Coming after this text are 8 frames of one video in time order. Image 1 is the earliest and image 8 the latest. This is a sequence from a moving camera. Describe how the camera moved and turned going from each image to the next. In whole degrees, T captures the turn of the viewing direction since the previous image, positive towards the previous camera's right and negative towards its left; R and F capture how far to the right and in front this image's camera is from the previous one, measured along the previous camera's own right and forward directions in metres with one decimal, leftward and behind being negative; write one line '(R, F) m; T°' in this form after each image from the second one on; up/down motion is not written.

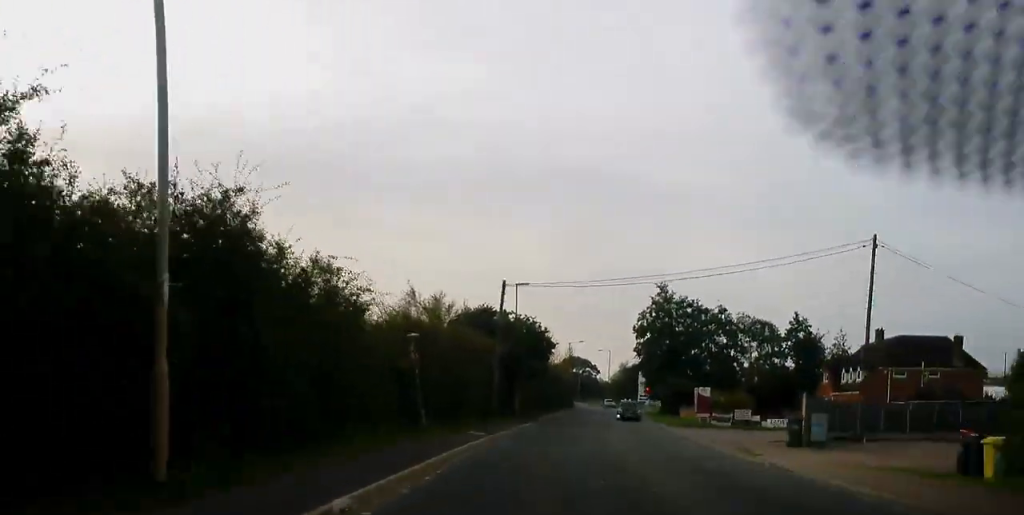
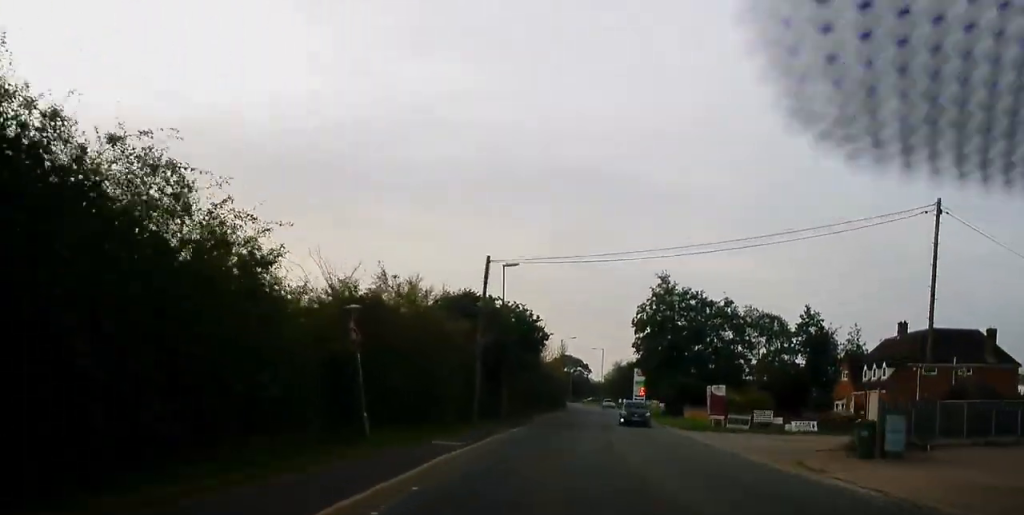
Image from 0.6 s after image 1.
(-0.1, +6.7) m; +1°
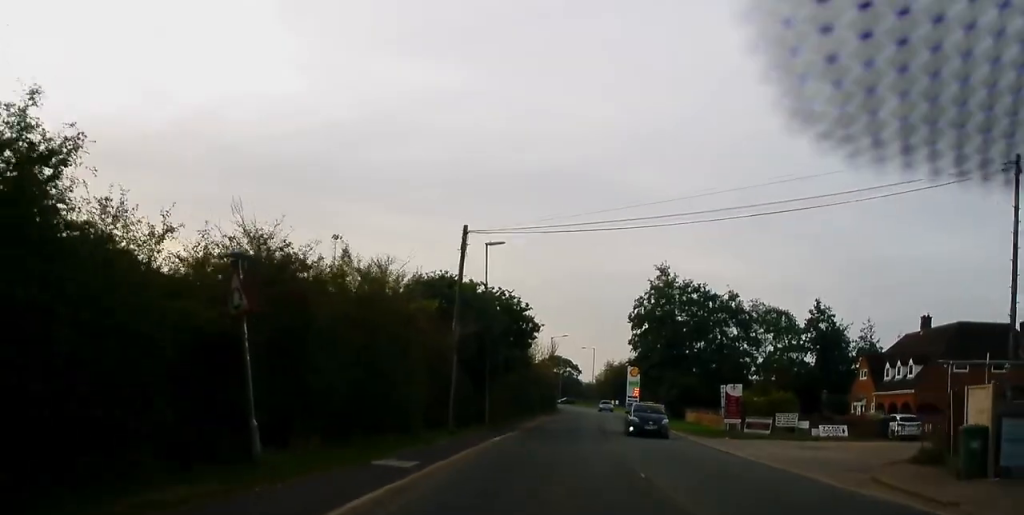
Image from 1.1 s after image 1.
(+0.3, +6.1) m; +1°
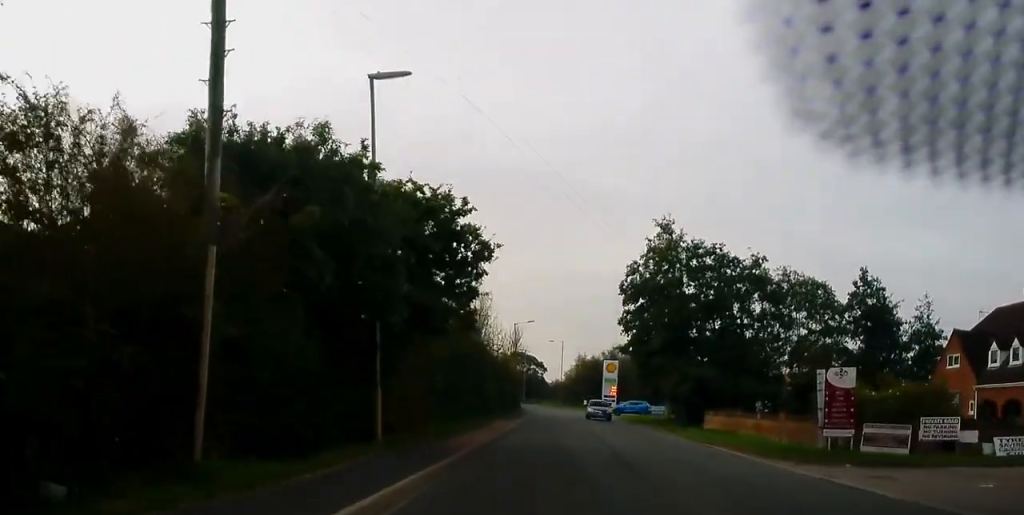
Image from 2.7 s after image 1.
(+0.2, +18.8) m; +2°
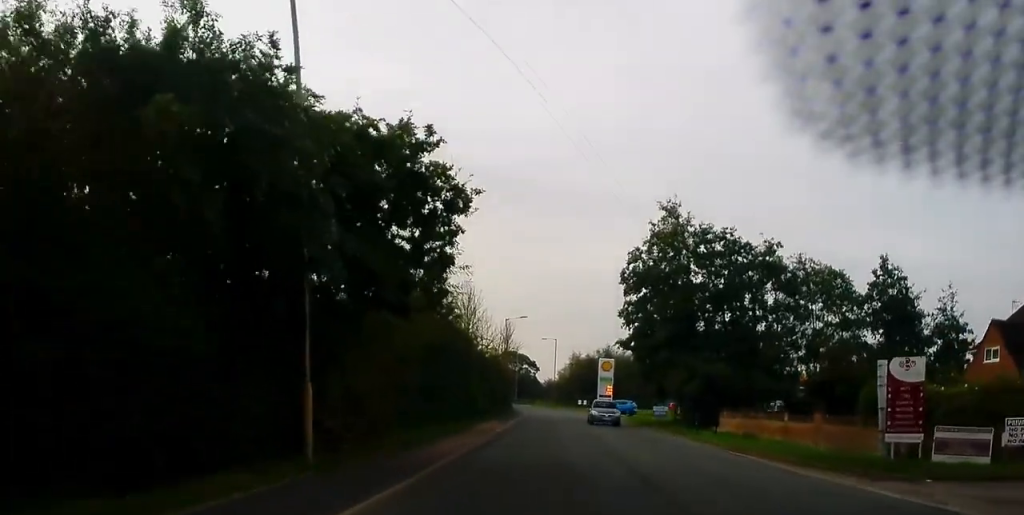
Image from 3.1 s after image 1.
(+0.2, +4.9) m; 0°
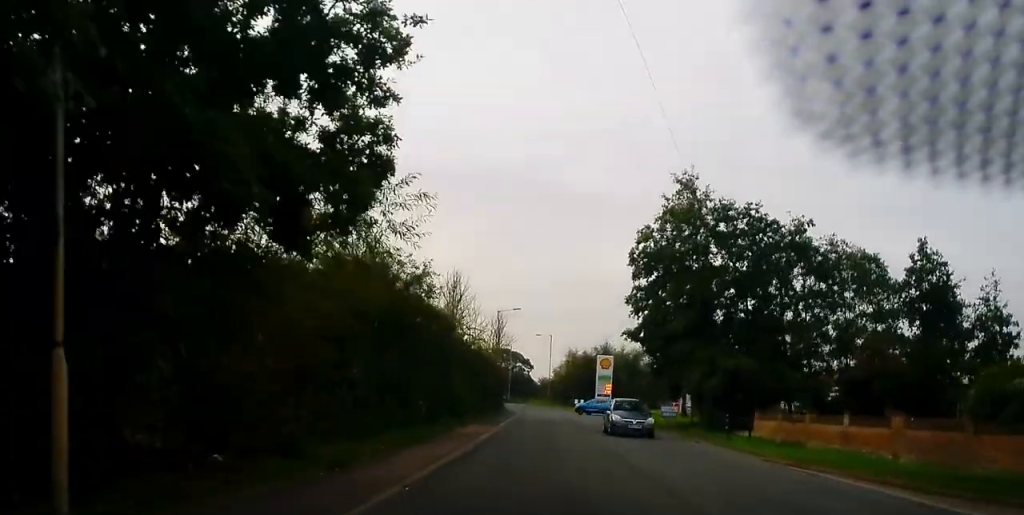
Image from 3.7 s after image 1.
(+0.1, +6.5) m; 0°
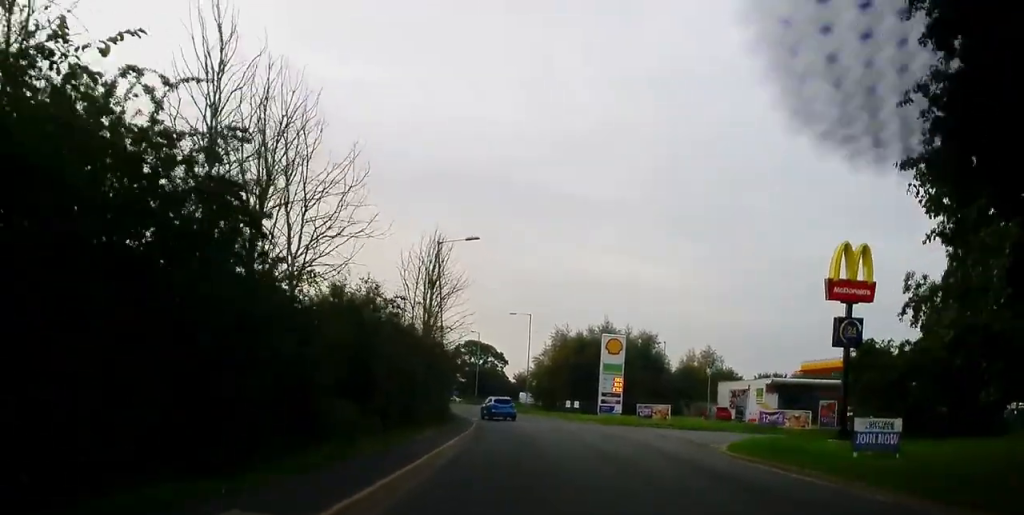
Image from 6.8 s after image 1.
(+0.3, +35.5) m; +2°
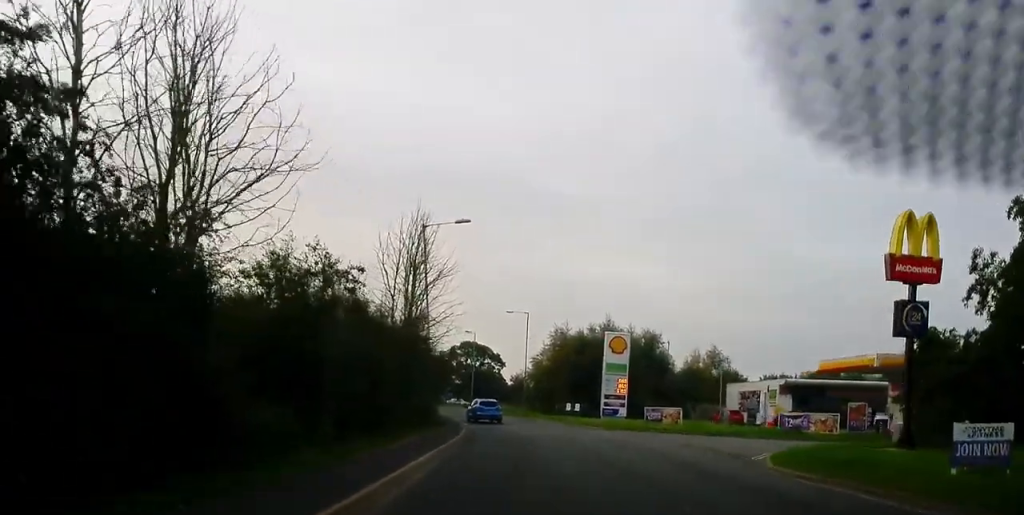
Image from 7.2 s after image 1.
(+0.2, +5.0) m; 0°
